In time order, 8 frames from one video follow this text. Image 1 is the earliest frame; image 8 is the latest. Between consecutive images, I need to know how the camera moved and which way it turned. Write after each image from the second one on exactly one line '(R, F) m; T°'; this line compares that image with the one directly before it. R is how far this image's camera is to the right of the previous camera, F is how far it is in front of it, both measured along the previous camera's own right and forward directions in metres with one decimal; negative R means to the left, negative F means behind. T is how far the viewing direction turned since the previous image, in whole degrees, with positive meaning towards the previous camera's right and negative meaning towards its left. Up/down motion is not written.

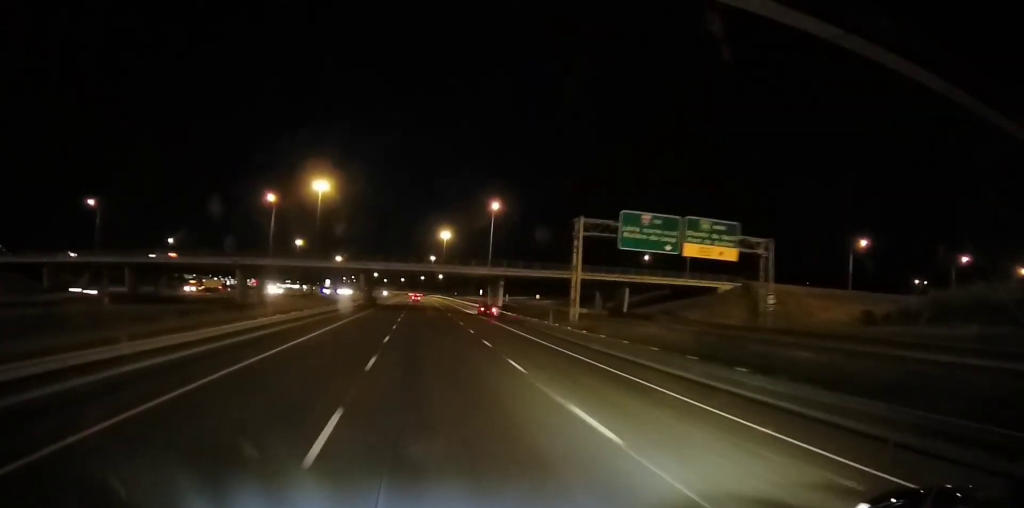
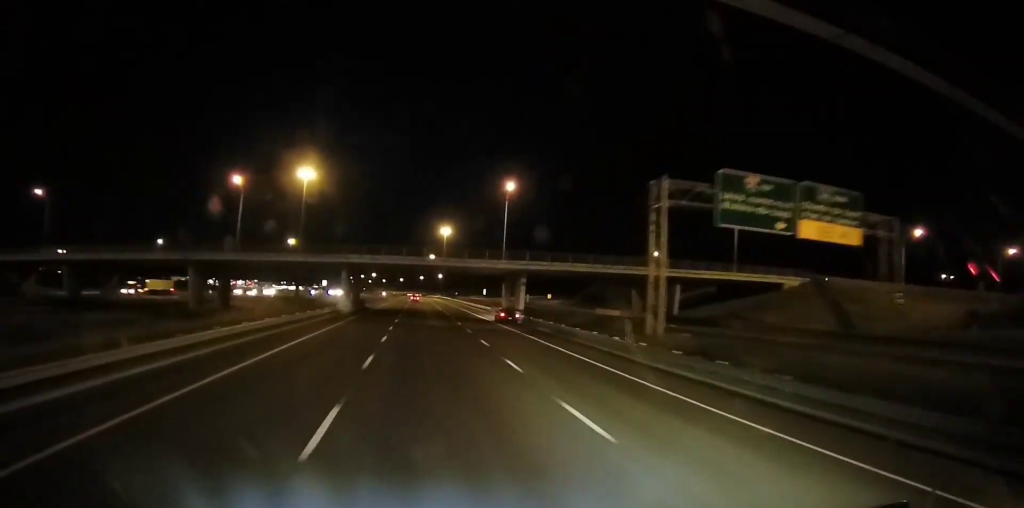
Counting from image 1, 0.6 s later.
(0.0, +18.9) m; 0°
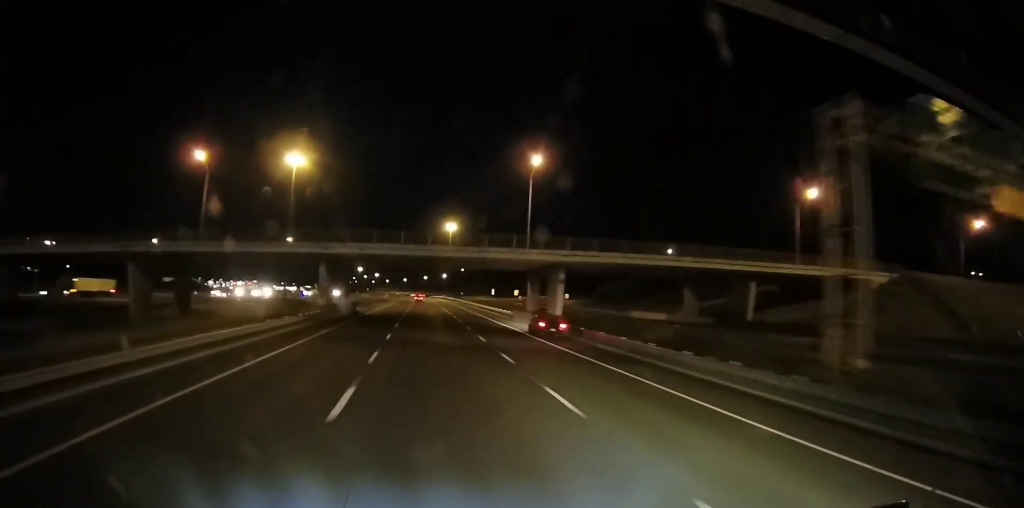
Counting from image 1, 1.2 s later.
(0.0, +15.9) m; 0°
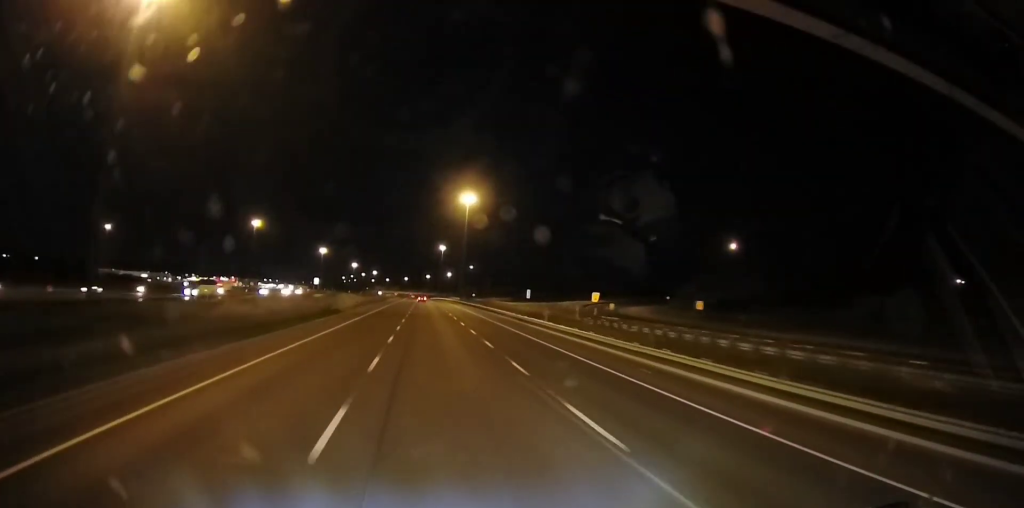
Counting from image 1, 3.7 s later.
(0.0, +74.5) m; -1°
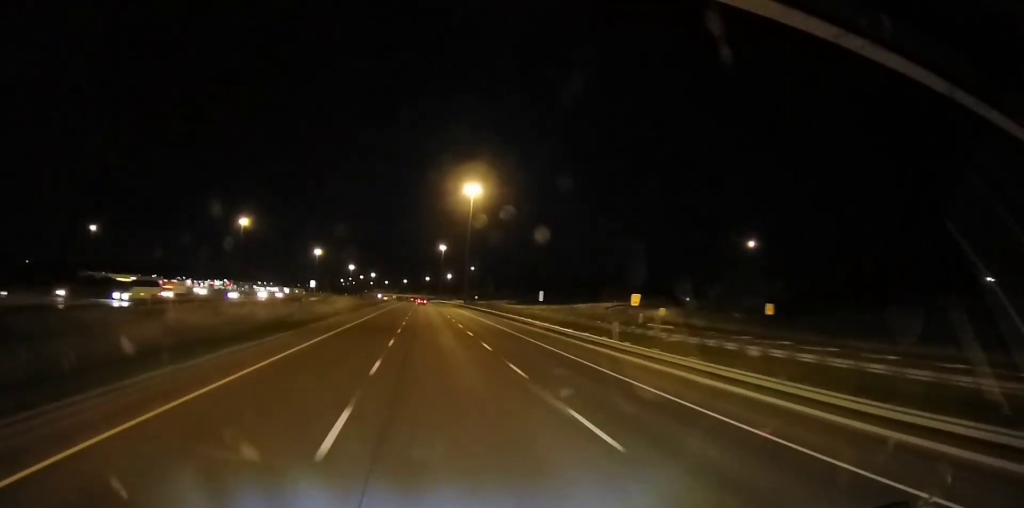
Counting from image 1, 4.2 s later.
(+0.1, +16.9) m; 0°
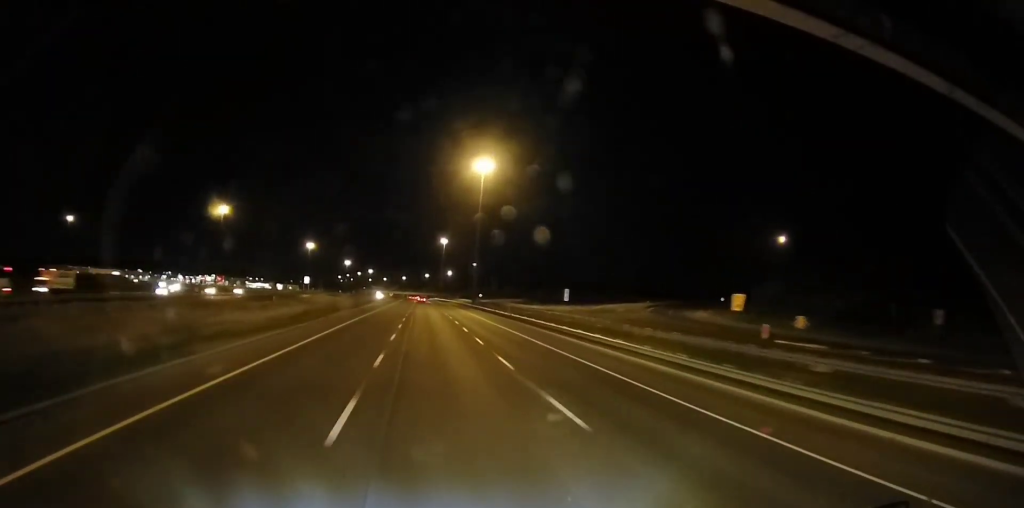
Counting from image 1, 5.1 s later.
(-0.5, +26.0) m; 0°
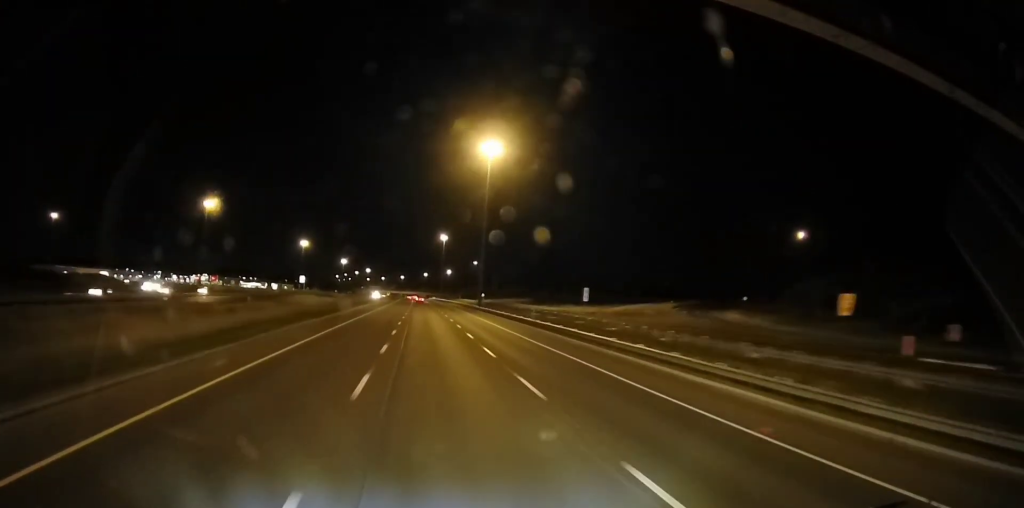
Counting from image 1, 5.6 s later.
(+0.2, +14.9) m; 0°
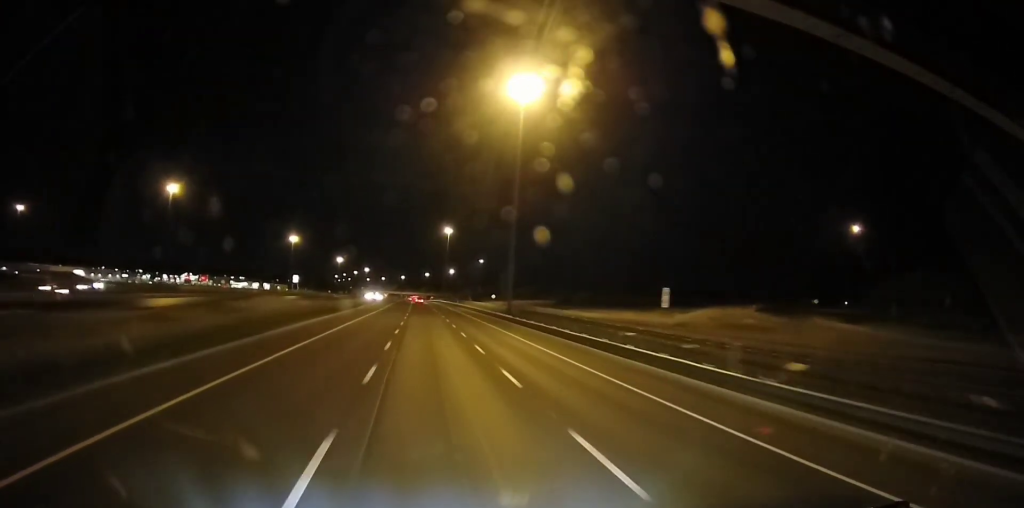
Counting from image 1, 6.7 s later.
(+0.3, +33.8) m; 0°
